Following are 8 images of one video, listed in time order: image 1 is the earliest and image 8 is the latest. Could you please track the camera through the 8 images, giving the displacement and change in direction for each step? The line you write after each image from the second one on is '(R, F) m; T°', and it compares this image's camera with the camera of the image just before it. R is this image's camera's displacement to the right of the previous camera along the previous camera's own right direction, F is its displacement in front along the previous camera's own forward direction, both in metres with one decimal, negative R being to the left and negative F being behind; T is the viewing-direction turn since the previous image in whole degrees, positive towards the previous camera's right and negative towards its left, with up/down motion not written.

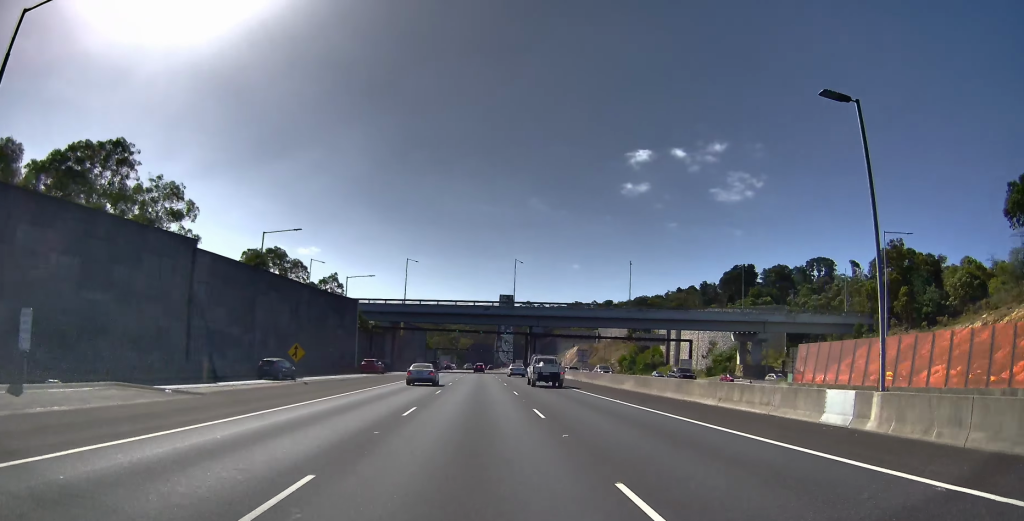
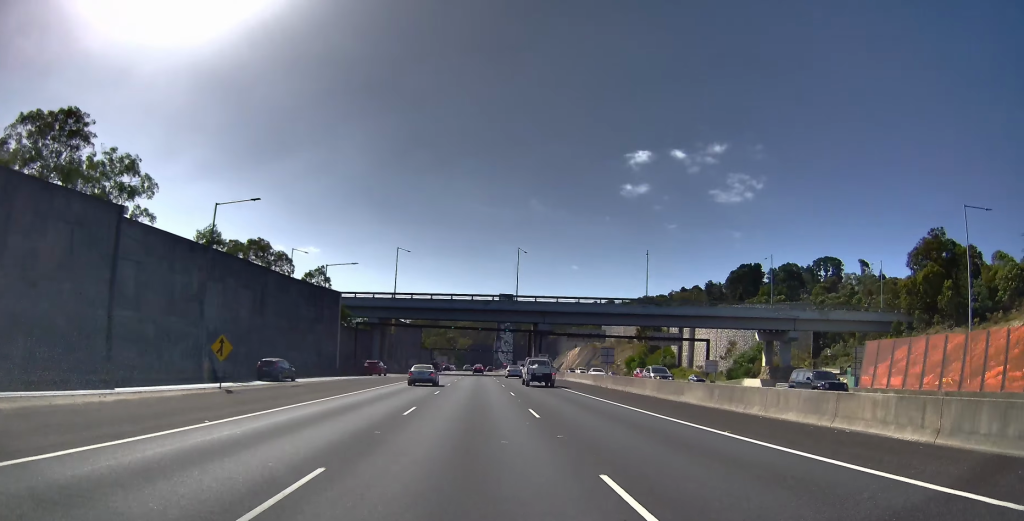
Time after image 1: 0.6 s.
(0.0, +10.8) m; +1°
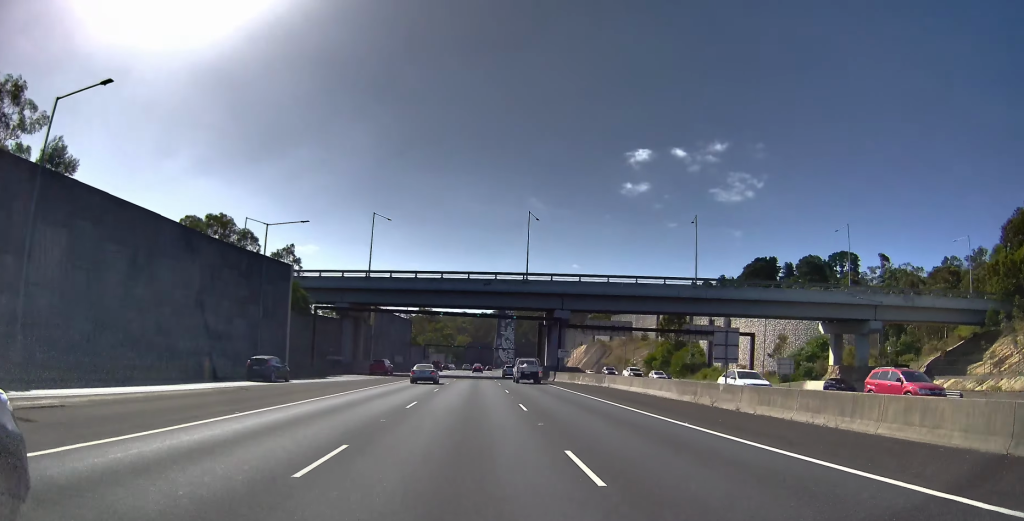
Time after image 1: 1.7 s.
(+0.4, +21.6) m; 0°
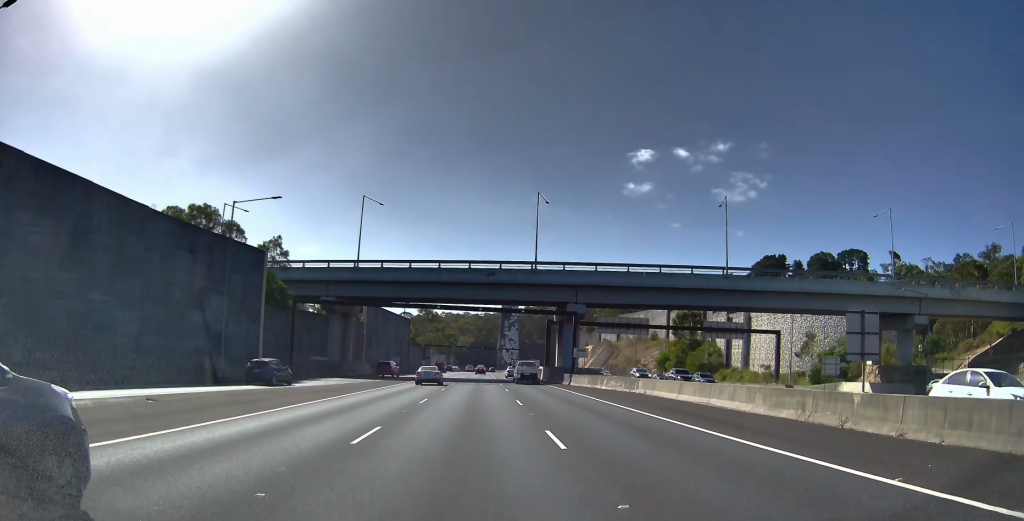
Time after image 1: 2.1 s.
(-0.1, +8.6) m; 0°
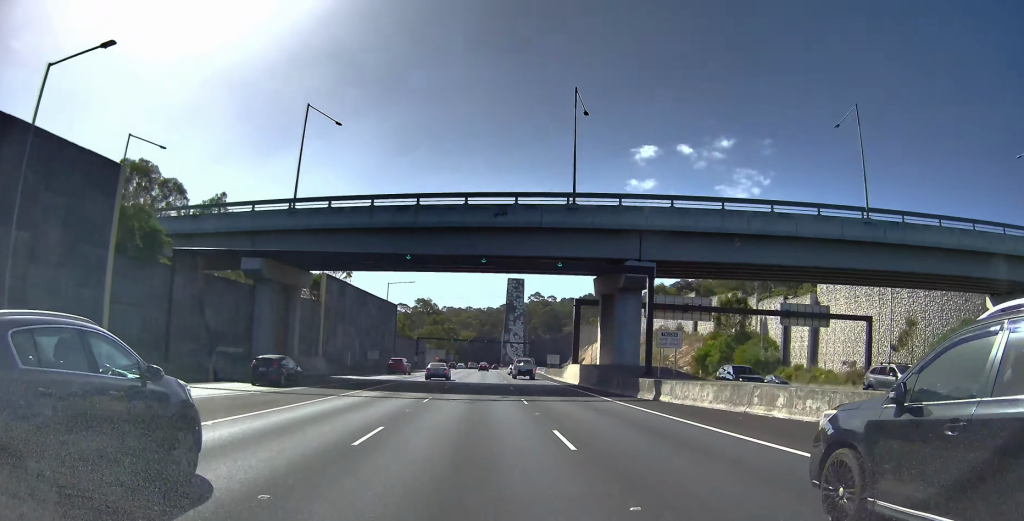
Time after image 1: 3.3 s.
(+0.1, +24.7) m; -1°
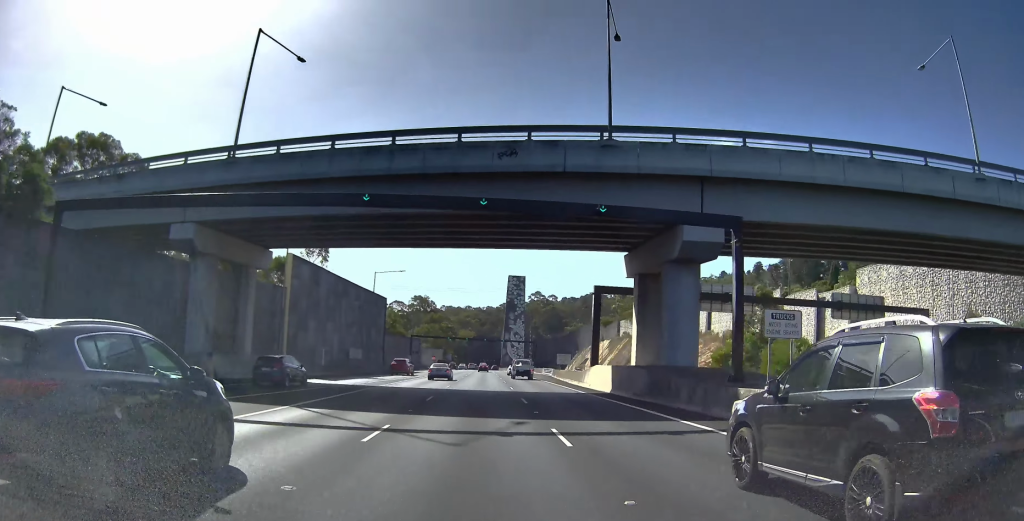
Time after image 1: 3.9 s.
(-0.2, +11.7) m; 0°
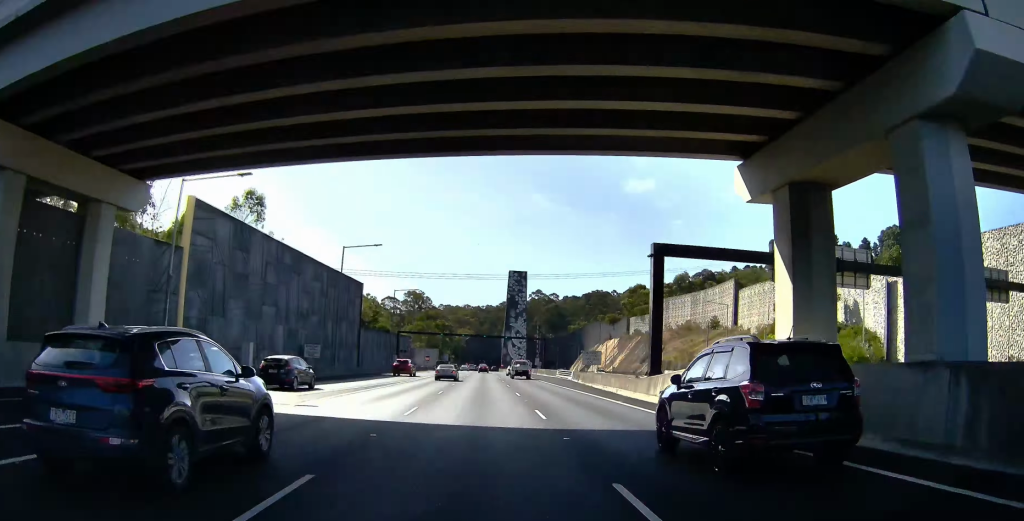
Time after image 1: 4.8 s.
(-0.1, +19.9) m; +1°
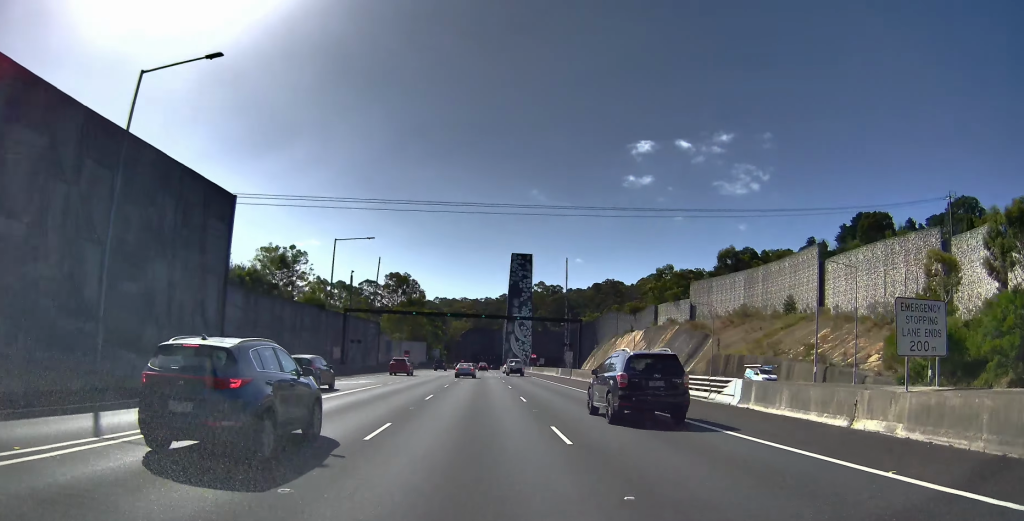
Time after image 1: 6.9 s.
(+0.3, +48.9) m; -1°
